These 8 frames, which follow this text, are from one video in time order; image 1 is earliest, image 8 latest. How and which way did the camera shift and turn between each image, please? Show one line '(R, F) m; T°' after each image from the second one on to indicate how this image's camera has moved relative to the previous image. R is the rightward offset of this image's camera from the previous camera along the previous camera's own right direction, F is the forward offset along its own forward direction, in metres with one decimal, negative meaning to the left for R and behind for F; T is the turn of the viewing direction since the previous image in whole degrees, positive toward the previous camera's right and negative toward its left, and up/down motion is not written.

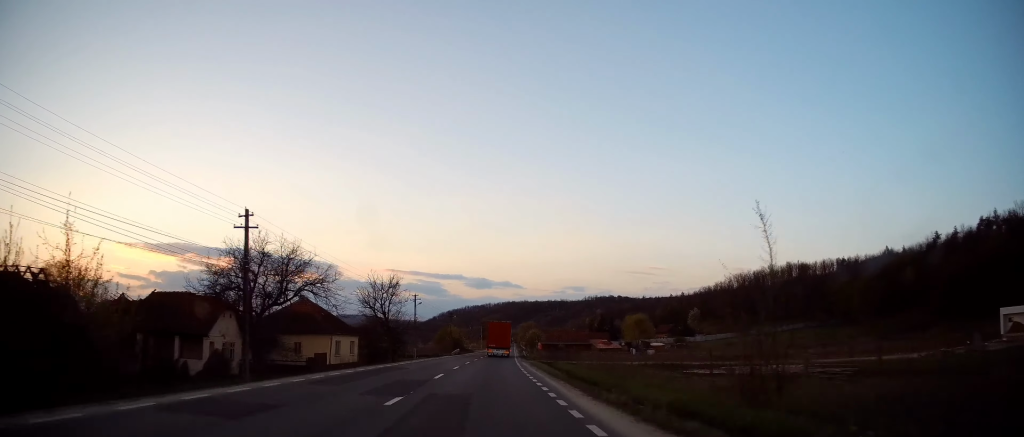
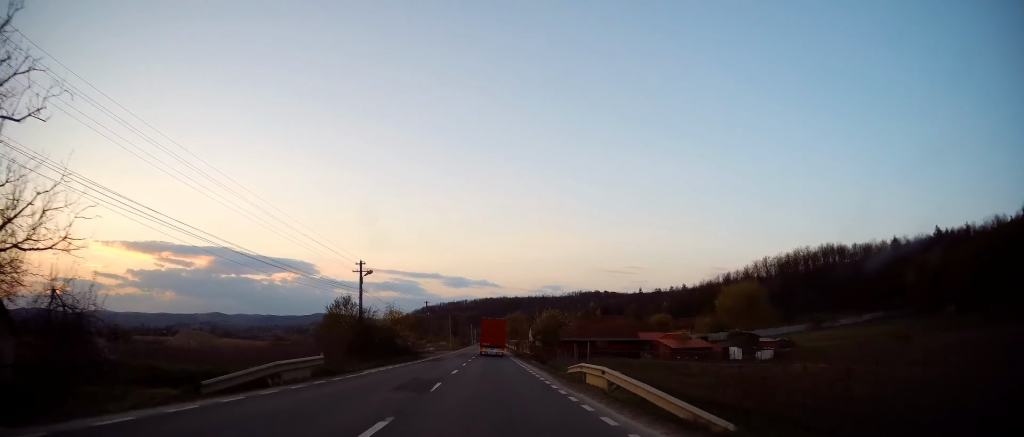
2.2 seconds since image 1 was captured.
(+1.6, +58.6) m; +3°
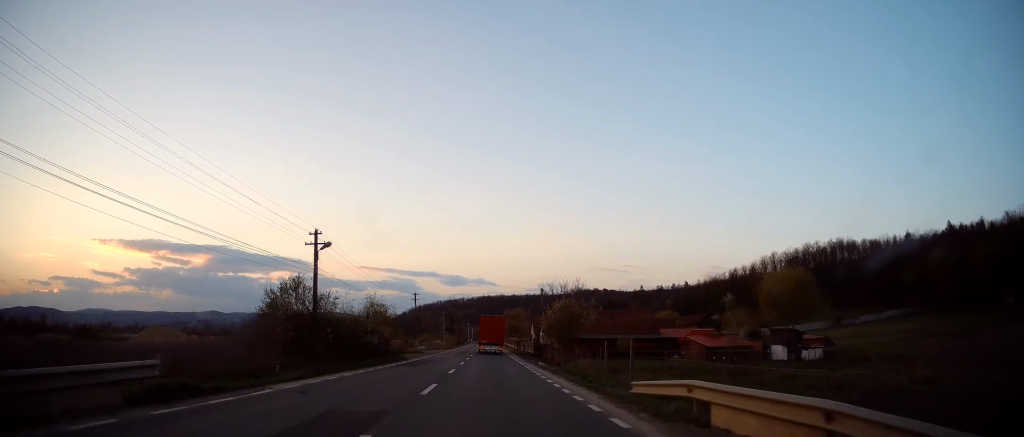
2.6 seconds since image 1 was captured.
(+0.1, +10.5) m; +1°
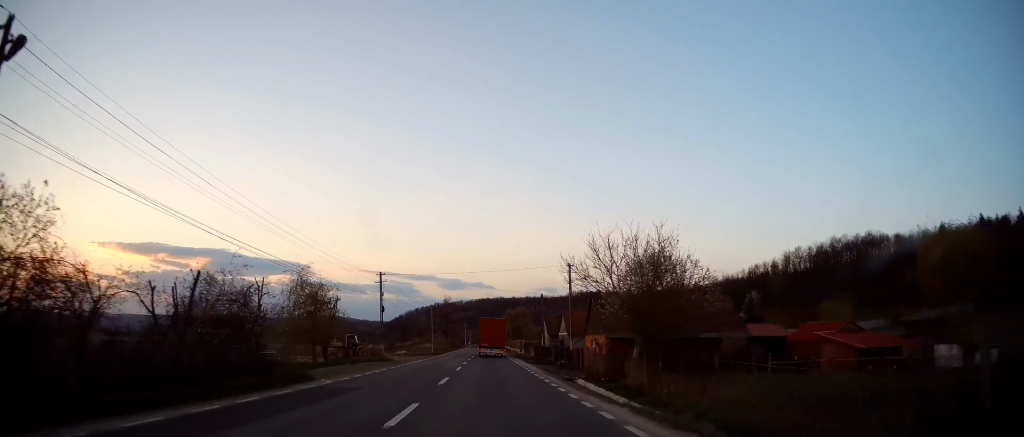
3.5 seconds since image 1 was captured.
(+0.3, +22.7) m; +1°
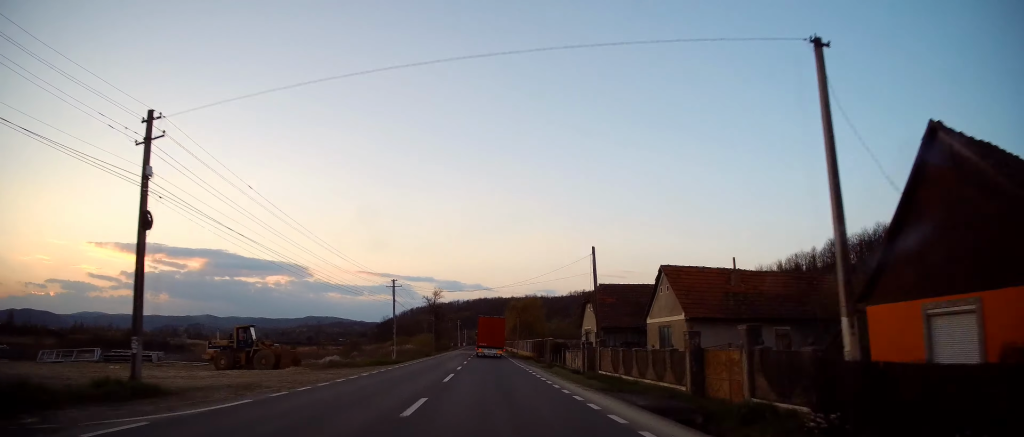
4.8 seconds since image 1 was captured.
(-0.1, +34.1) m; 0°
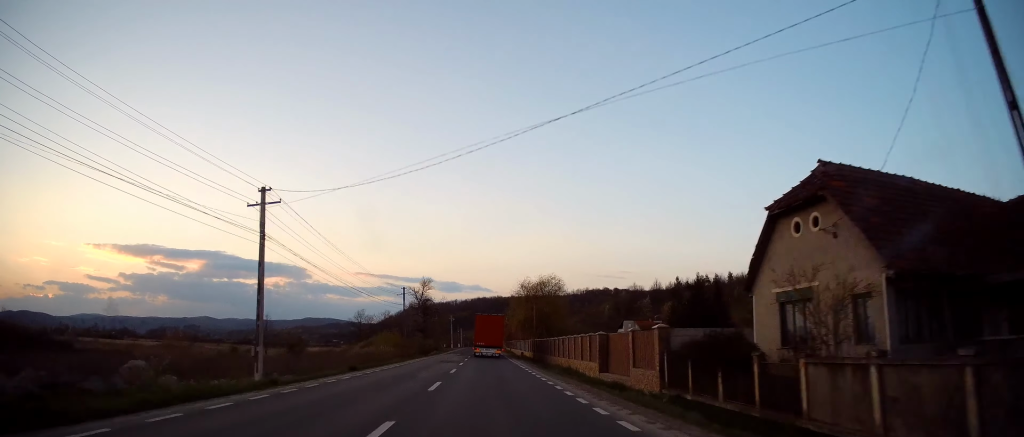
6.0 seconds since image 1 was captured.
(+0.1, +30.8) m; 0°
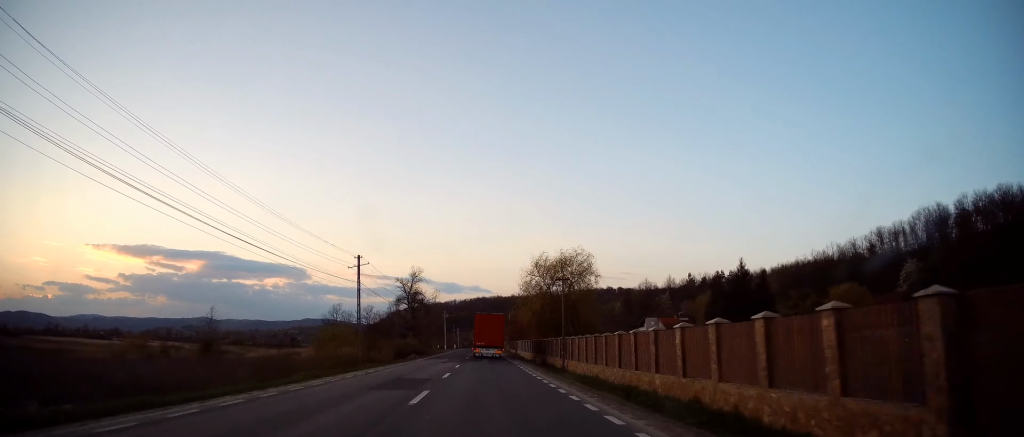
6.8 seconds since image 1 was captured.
(-0.2, +21.2) m; +1°
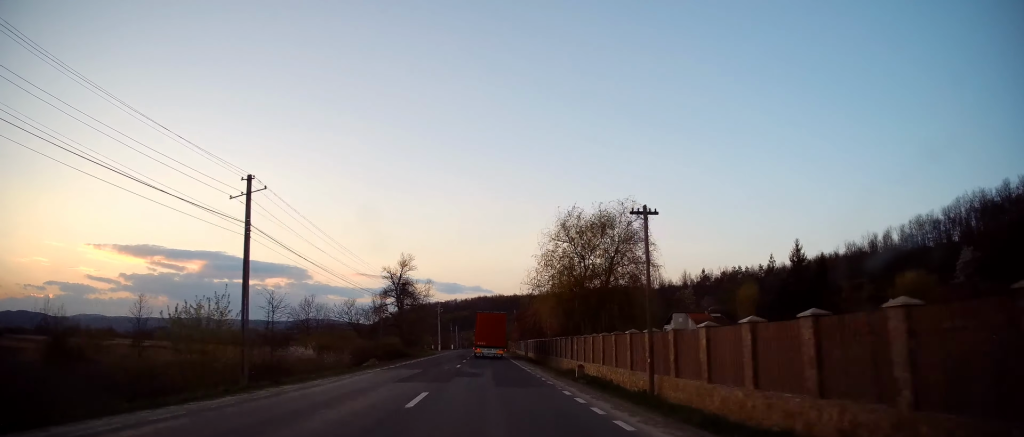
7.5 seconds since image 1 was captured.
(+0.2, +18.5) m; 0°
